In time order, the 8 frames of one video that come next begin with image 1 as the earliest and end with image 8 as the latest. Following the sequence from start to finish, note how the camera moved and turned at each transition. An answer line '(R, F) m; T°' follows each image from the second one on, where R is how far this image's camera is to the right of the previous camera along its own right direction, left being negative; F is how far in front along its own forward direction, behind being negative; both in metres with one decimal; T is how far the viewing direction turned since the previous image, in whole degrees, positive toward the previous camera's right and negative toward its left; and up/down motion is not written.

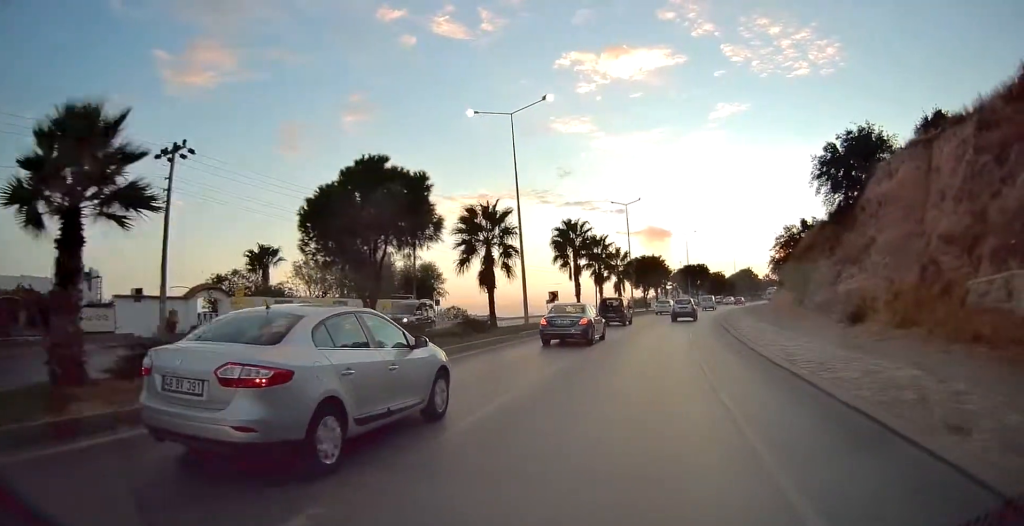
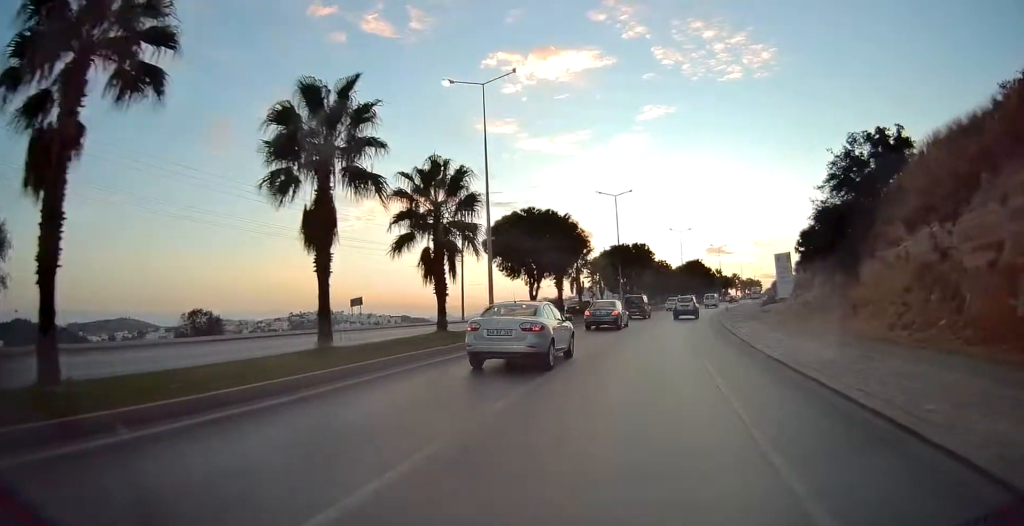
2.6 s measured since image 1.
(+2.3, +41.7) m; +8°
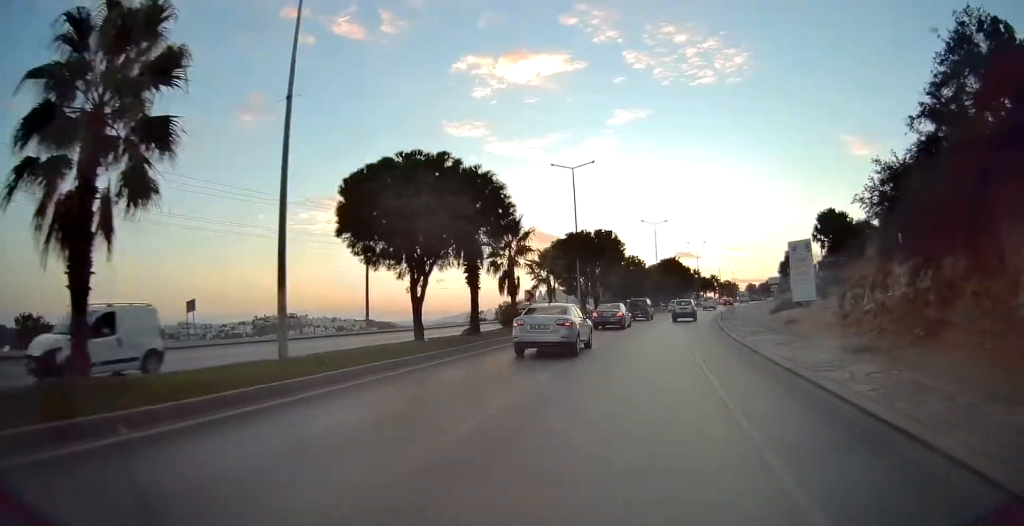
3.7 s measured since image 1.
(+0.6, +15.6) m; +3°
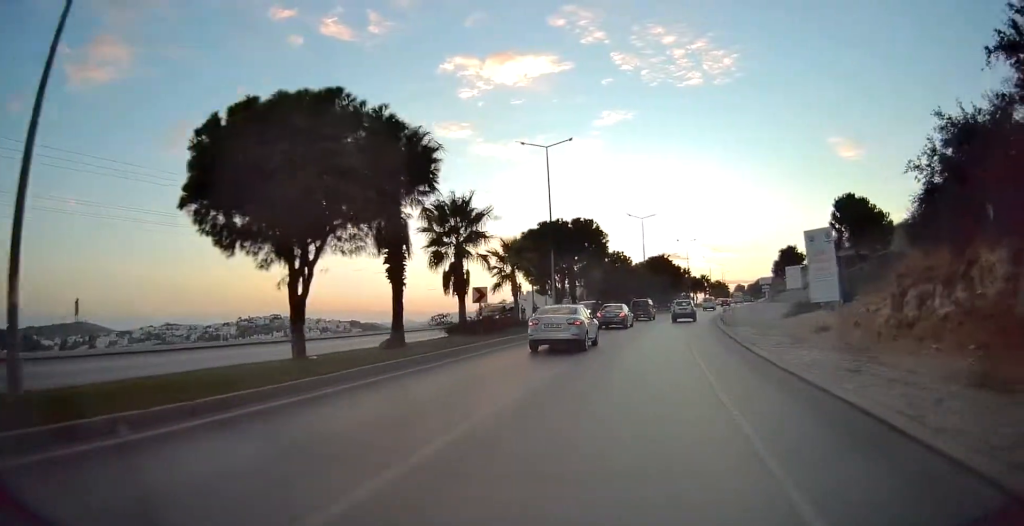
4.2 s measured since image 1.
(+0.1, +7.3) m; +1°
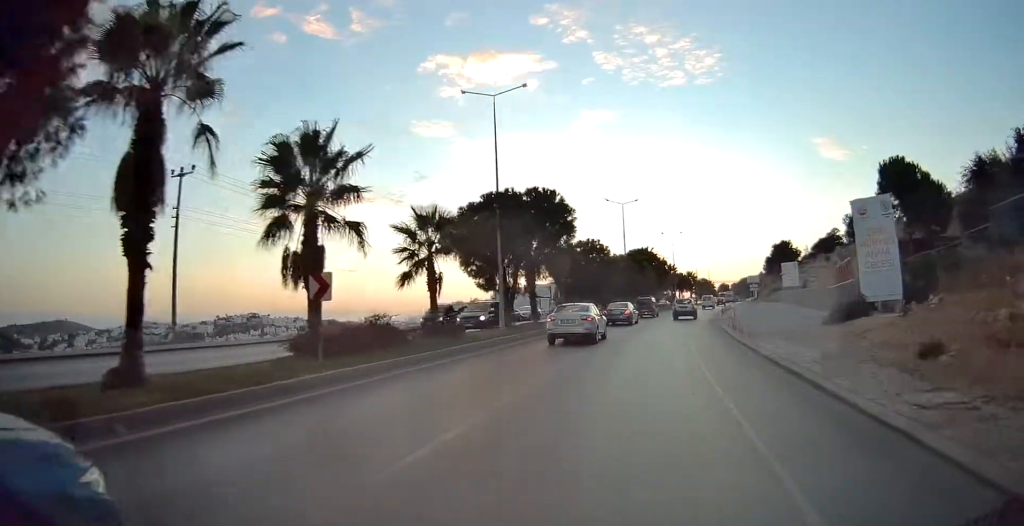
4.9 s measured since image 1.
(+0.1, +10.6) m; +1°
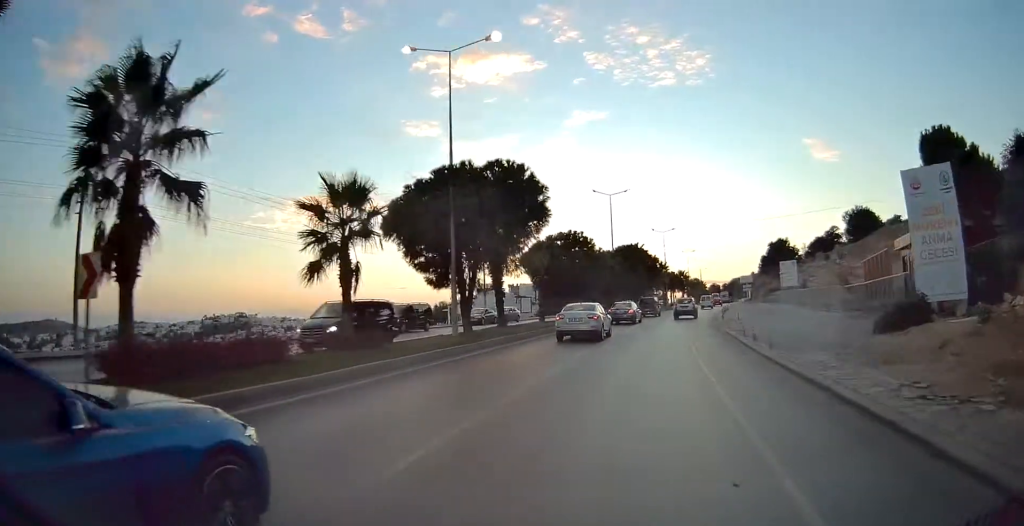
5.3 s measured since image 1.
(-0.1, +6.0) m; +1°
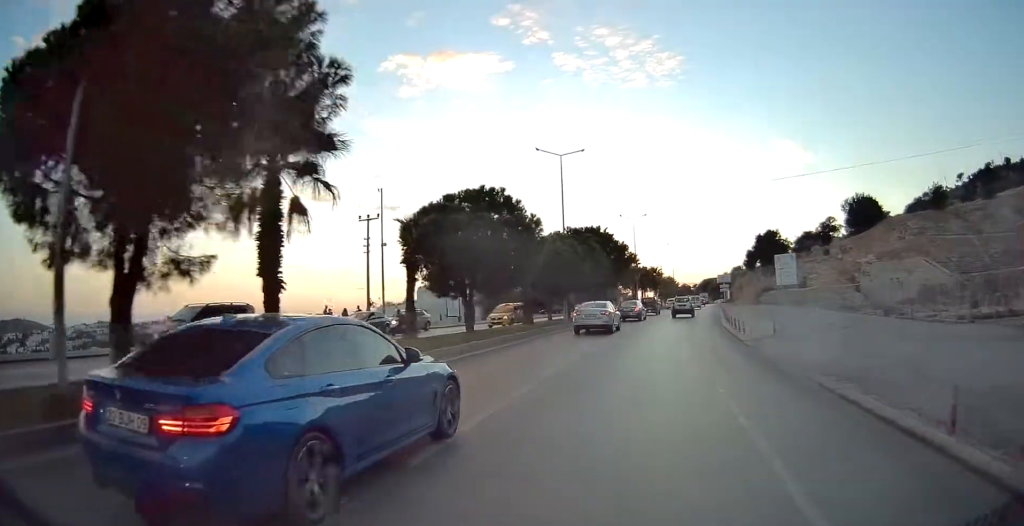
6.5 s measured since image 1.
(+0.5, +16.5) m; +4°
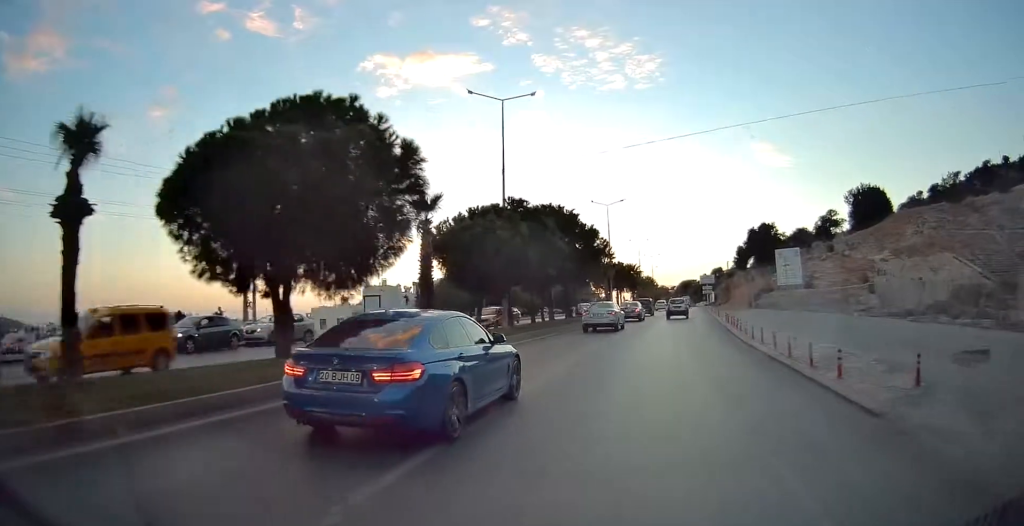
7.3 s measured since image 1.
(+0.4, +12.1) m; +2°
